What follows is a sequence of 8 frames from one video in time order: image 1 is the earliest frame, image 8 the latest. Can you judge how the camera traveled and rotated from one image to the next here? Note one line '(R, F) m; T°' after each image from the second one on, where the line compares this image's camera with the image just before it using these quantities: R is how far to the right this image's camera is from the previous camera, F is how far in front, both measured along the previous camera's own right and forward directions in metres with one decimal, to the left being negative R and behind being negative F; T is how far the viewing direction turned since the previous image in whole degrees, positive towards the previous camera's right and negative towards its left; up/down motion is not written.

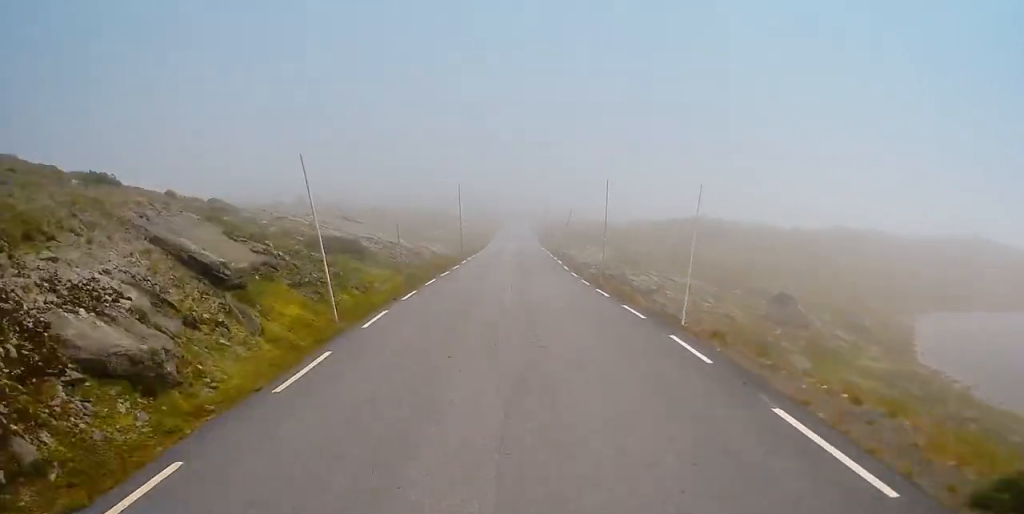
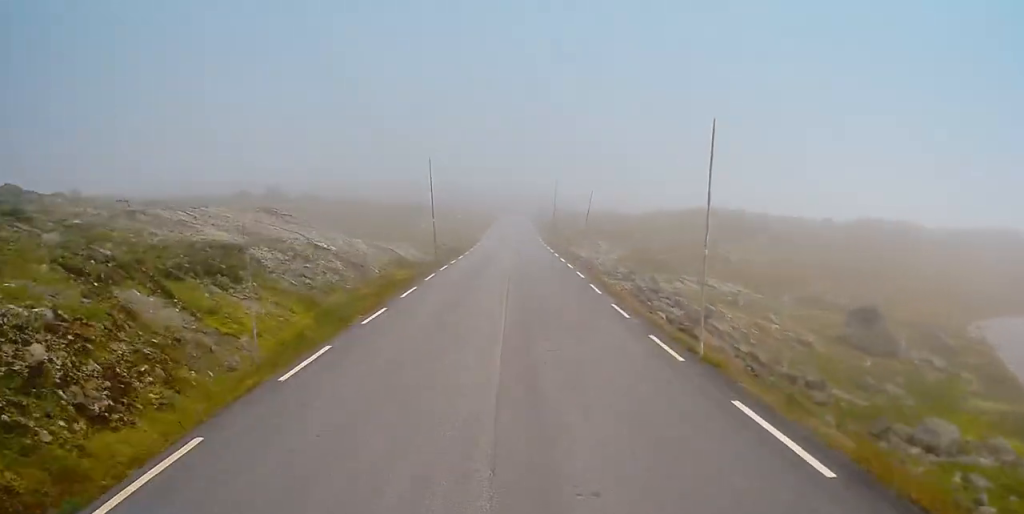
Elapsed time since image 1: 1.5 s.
(+0.2, +17.2) m; +3°
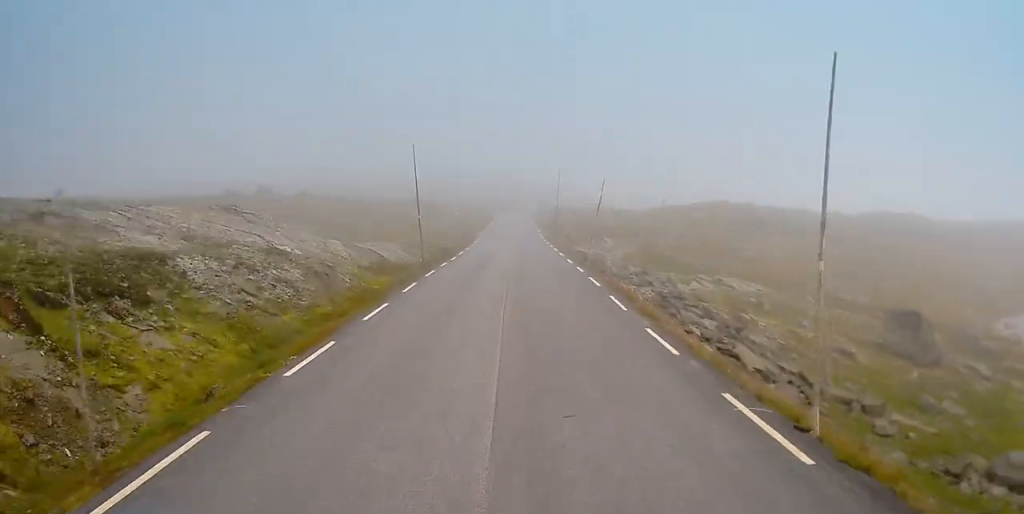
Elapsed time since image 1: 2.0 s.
(+0.1, +5.7) m; 0°
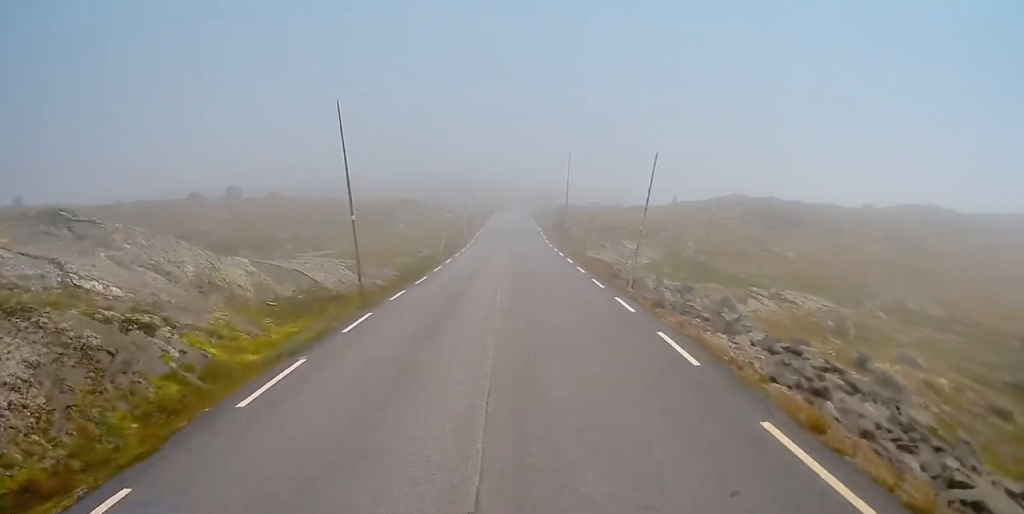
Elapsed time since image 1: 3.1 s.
(-0.3, +13.7) m; -3°
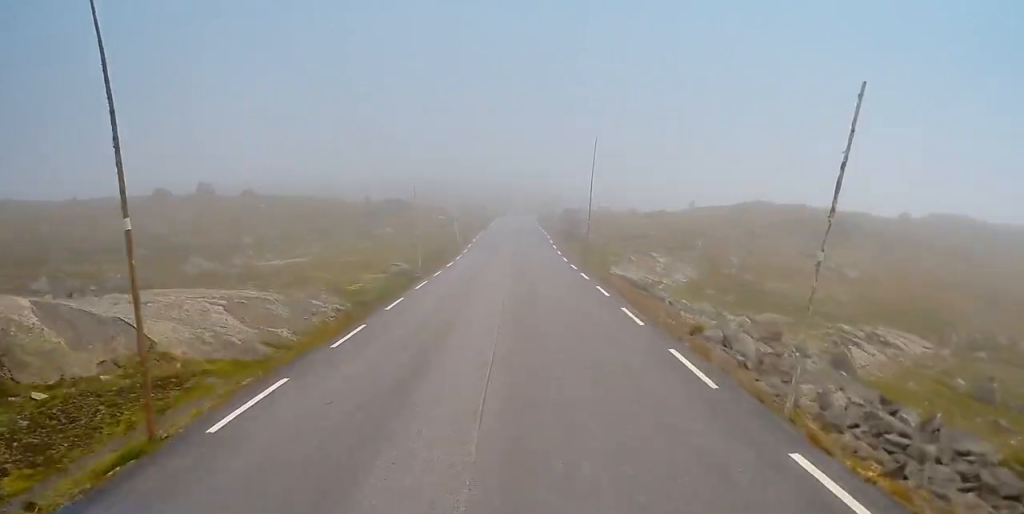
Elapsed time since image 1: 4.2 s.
(-0.2, +12.9) m; 0°
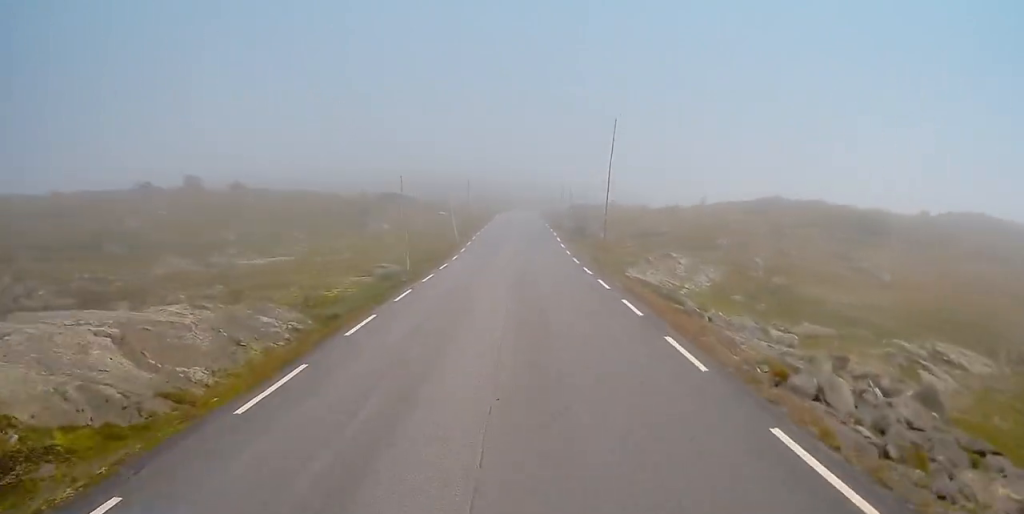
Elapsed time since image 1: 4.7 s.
(+0.1, +5.1) m; +1°
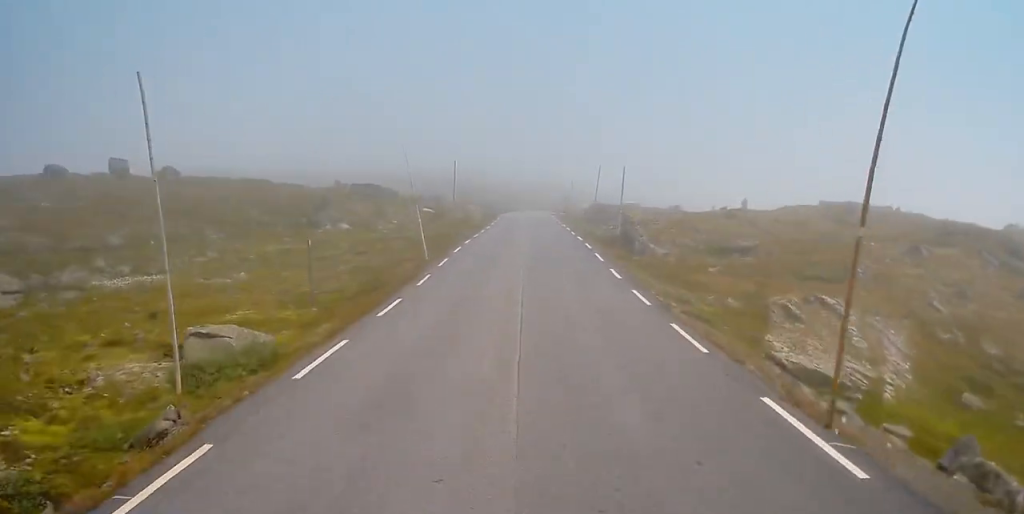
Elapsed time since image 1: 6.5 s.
(0.0, +22.2) m; -1°
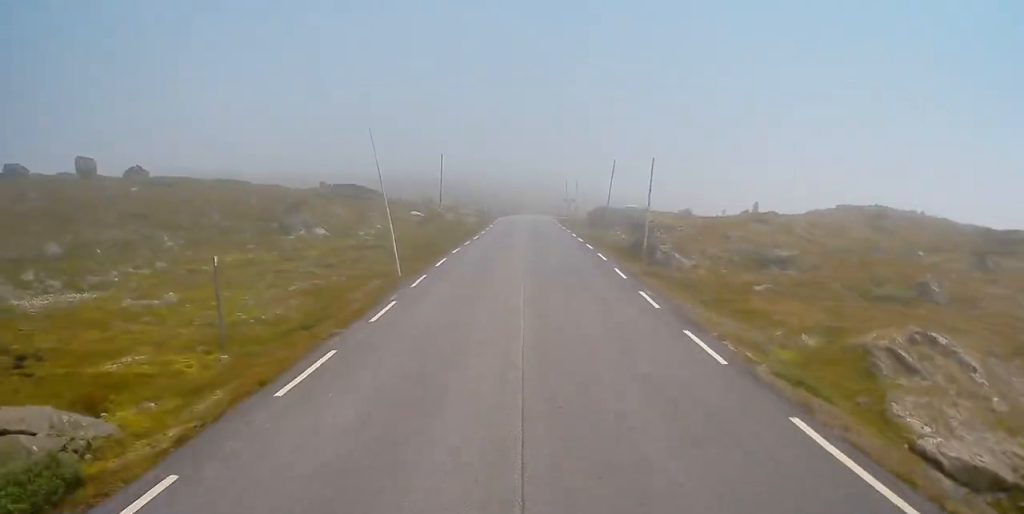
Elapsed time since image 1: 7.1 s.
(-0.1, +6.8) m; 0°
